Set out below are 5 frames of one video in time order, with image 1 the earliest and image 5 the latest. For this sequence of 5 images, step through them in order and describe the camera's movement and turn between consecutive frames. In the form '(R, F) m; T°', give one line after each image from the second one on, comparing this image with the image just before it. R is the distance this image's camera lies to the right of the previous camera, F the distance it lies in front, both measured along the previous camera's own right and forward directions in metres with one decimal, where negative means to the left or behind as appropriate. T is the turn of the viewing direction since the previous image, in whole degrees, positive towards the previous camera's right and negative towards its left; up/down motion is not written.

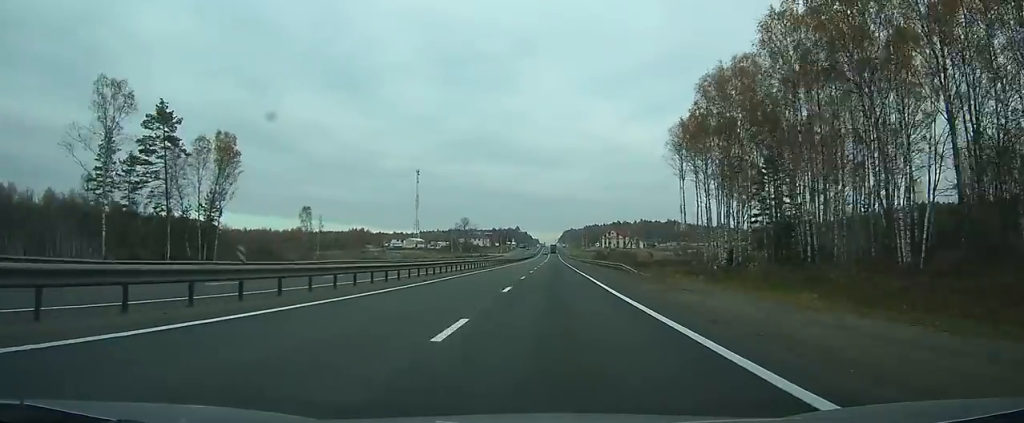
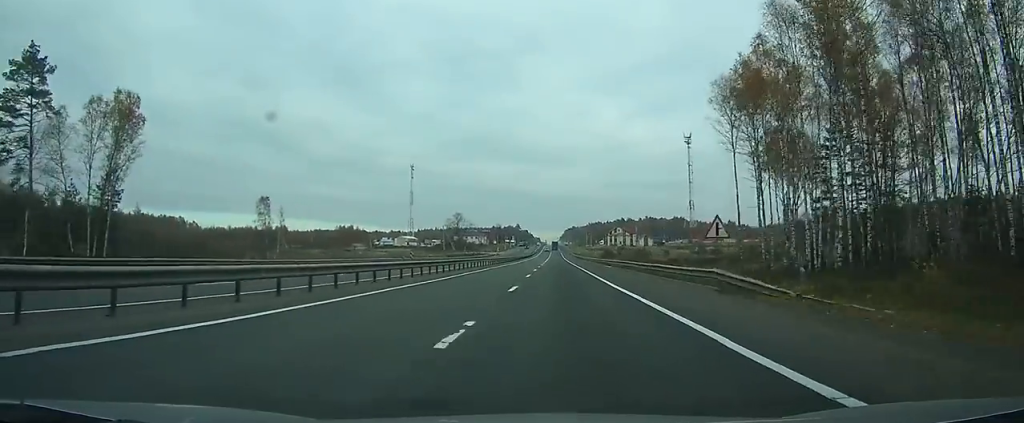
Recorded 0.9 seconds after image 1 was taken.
(0.0, +23.6) m; 0°
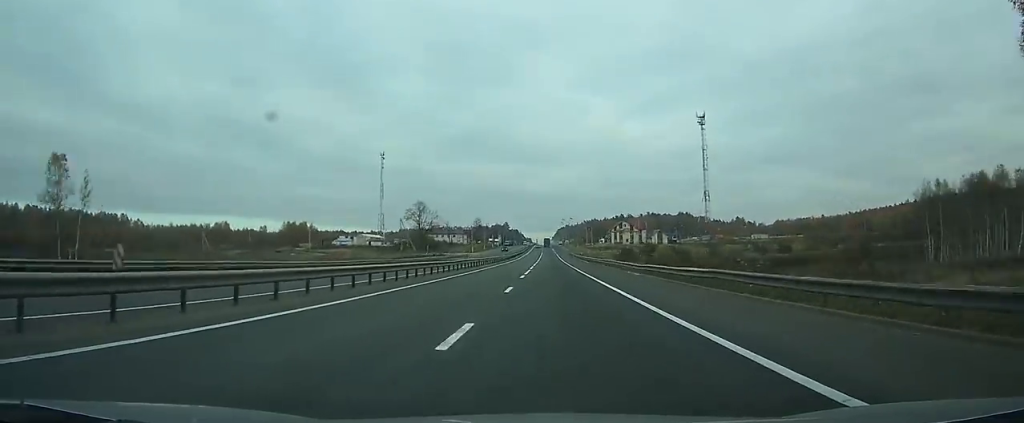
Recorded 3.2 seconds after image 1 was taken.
(+0.2, +58.2) m; 0°
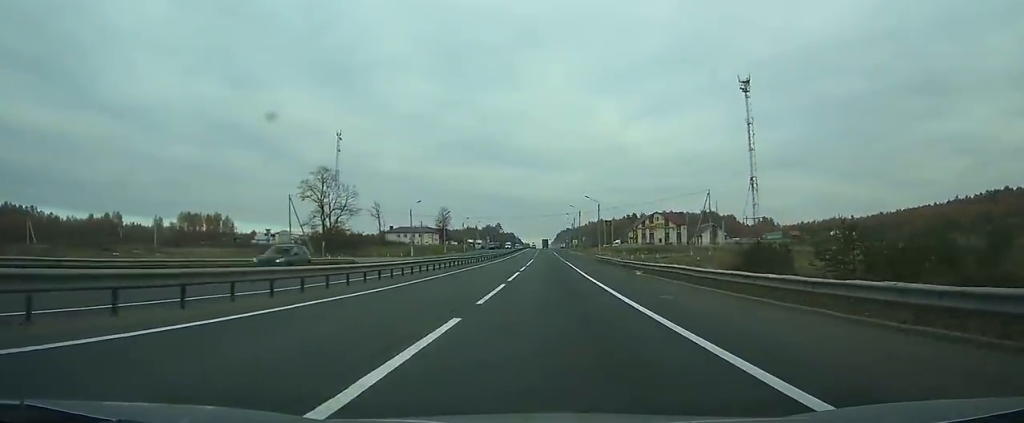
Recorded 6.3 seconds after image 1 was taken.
(-0.1, +87.1) m; 0°
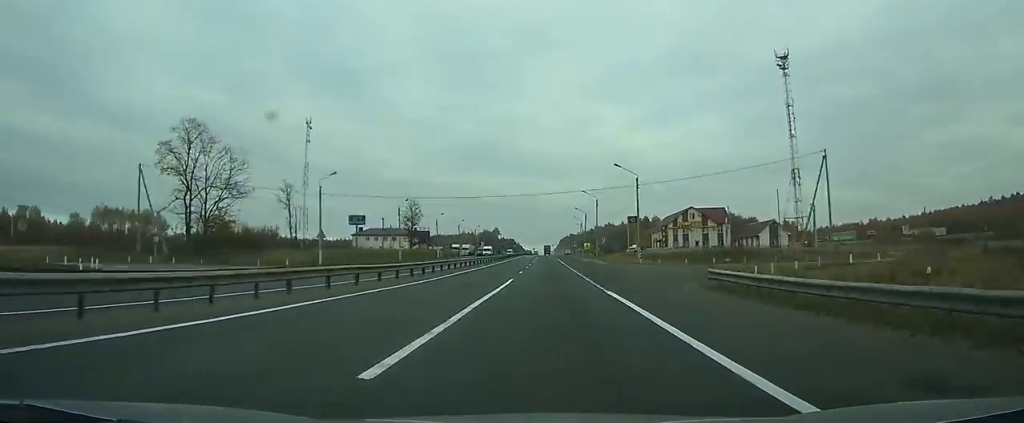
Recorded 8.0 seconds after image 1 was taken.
(-0.1, +45.3) m; 0°
